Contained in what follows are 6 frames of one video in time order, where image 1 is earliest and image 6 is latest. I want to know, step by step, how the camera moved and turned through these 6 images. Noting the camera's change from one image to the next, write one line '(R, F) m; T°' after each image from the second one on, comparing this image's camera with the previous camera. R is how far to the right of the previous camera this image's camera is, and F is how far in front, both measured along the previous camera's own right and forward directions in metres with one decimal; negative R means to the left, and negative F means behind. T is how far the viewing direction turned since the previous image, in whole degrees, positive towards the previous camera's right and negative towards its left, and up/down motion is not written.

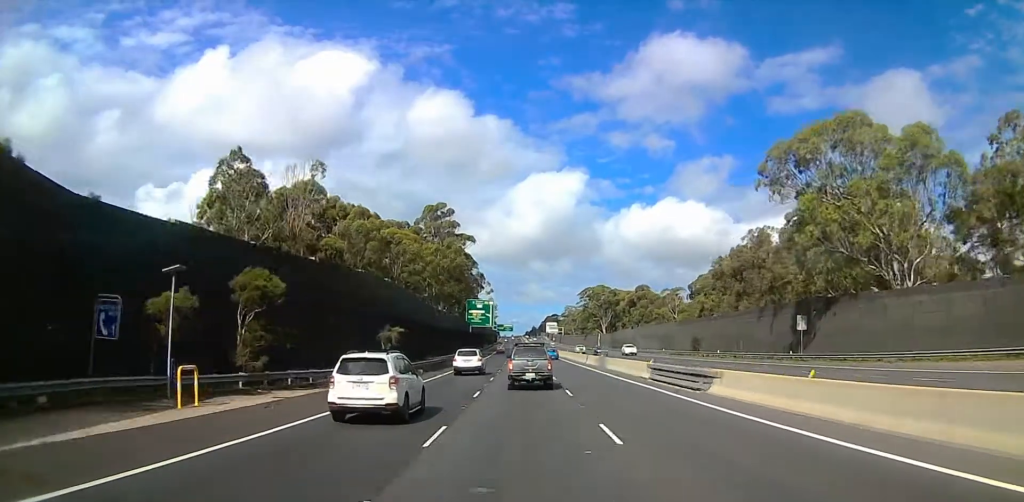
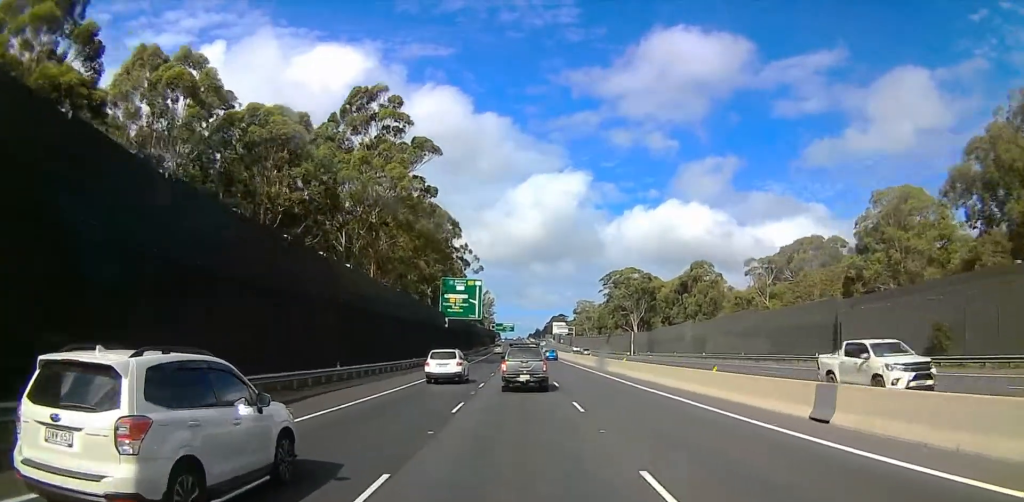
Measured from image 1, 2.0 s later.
(+0.9, +53.3) m; -1°
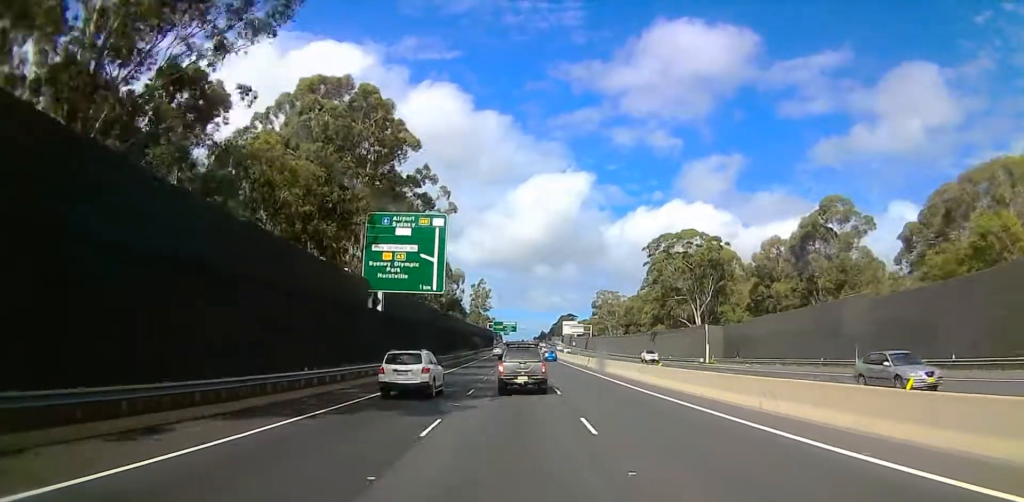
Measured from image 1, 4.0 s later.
(-0.8, +51.5) m; -1°
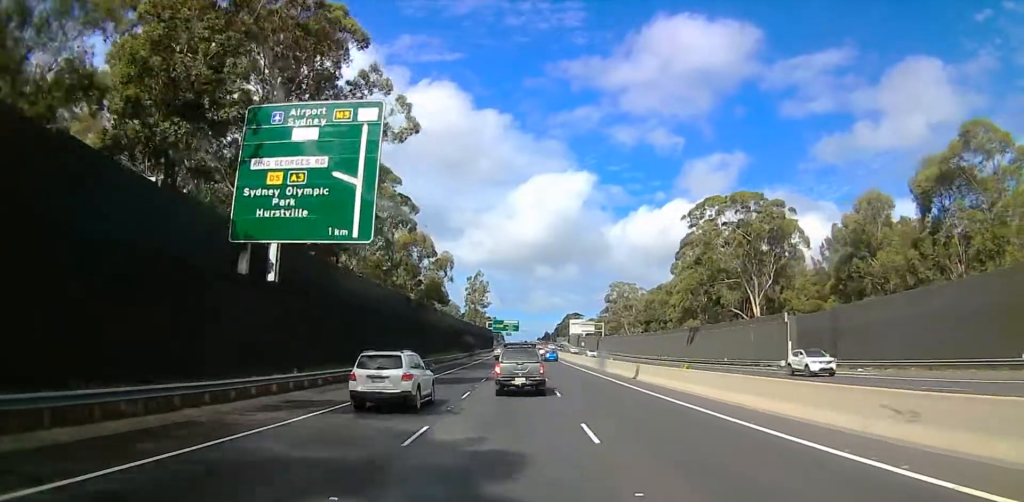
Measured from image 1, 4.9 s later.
(0.0, +23.8) m; 0°
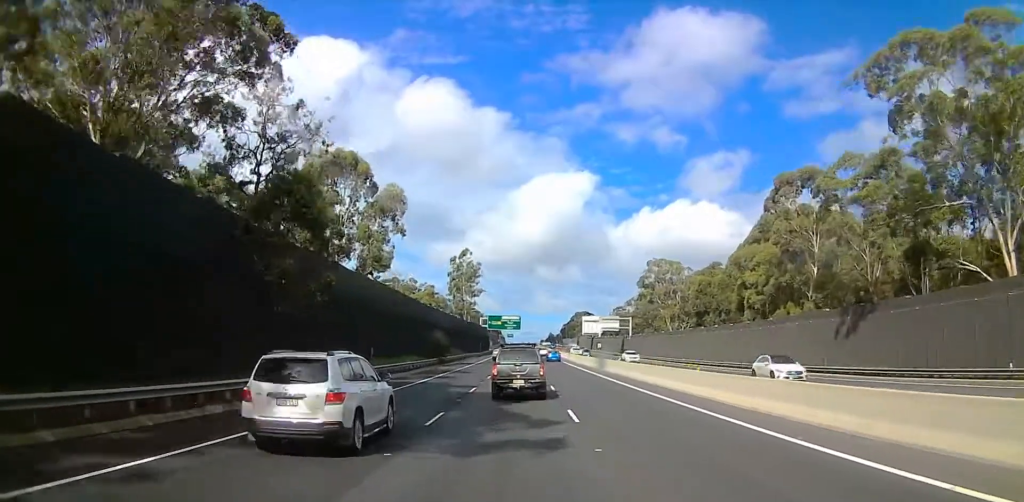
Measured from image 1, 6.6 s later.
(0.0, +40.7) m; 0°
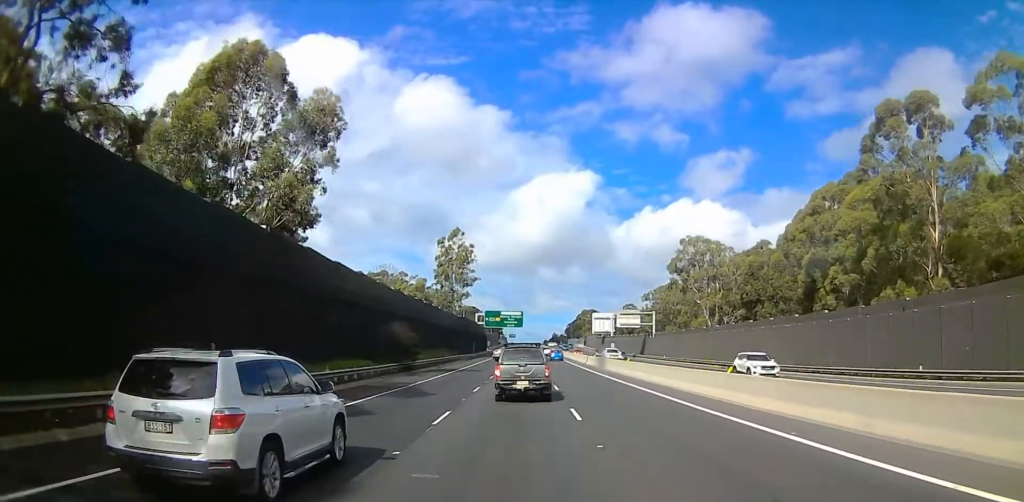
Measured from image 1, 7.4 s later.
(0.0, +21.2) m; 0°
